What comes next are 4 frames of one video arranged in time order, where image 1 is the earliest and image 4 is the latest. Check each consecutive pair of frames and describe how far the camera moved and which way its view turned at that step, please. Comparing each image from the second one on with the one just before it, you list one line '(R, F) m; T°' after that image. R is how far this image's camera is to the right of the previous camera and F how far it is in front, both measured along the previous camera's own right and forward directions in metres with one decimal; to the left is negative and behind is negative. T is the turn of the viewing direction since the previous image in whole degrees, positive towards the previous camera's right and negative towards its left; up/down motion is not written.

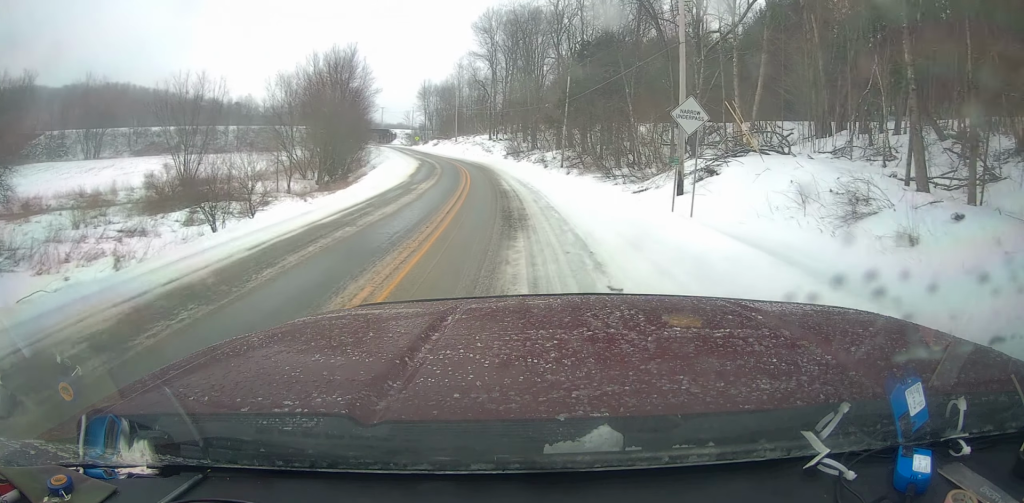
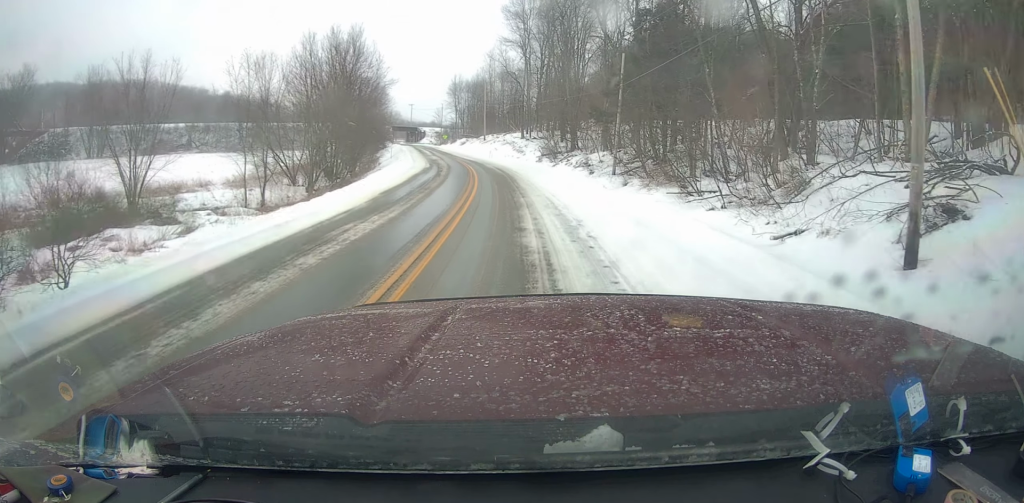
(-0.7, +13.0) m; -5°
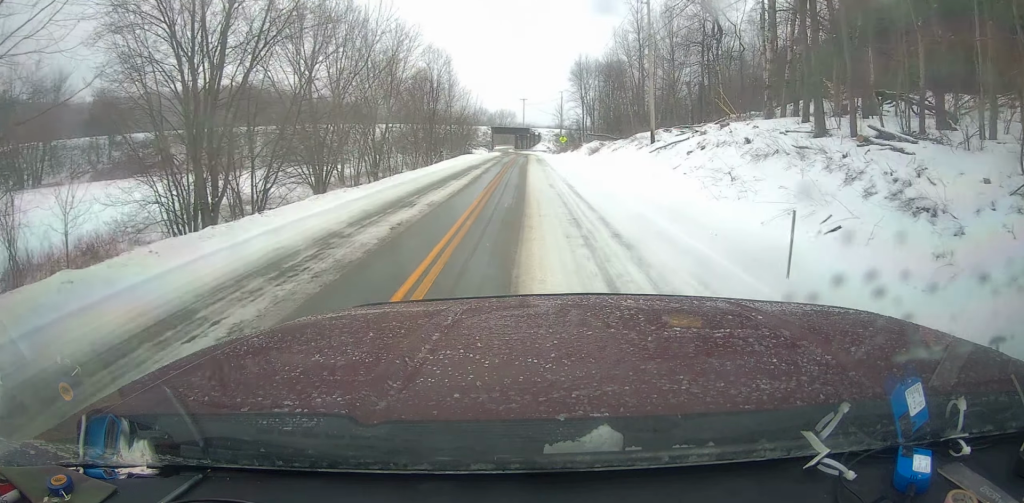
(-6.1, +61.2) m; -11°
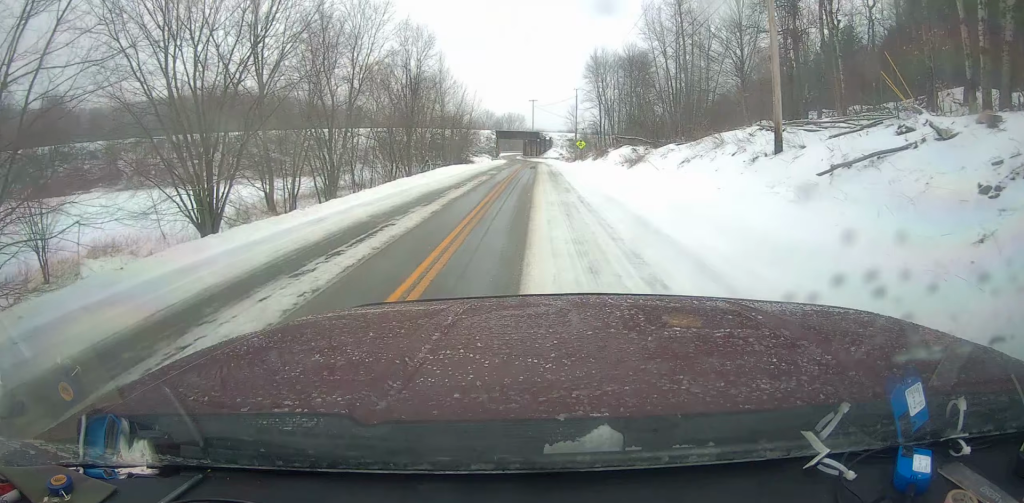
(-0.3, +17.8) m; -2°
